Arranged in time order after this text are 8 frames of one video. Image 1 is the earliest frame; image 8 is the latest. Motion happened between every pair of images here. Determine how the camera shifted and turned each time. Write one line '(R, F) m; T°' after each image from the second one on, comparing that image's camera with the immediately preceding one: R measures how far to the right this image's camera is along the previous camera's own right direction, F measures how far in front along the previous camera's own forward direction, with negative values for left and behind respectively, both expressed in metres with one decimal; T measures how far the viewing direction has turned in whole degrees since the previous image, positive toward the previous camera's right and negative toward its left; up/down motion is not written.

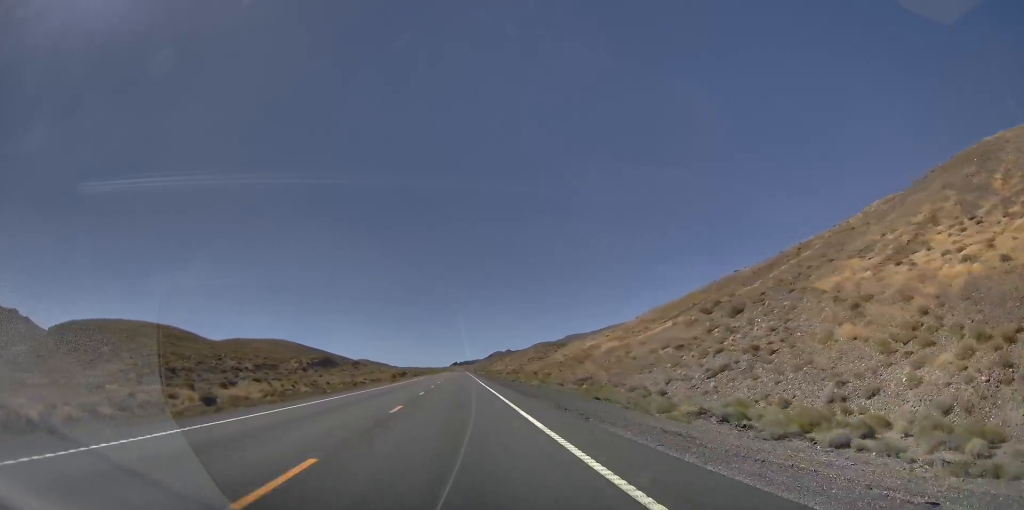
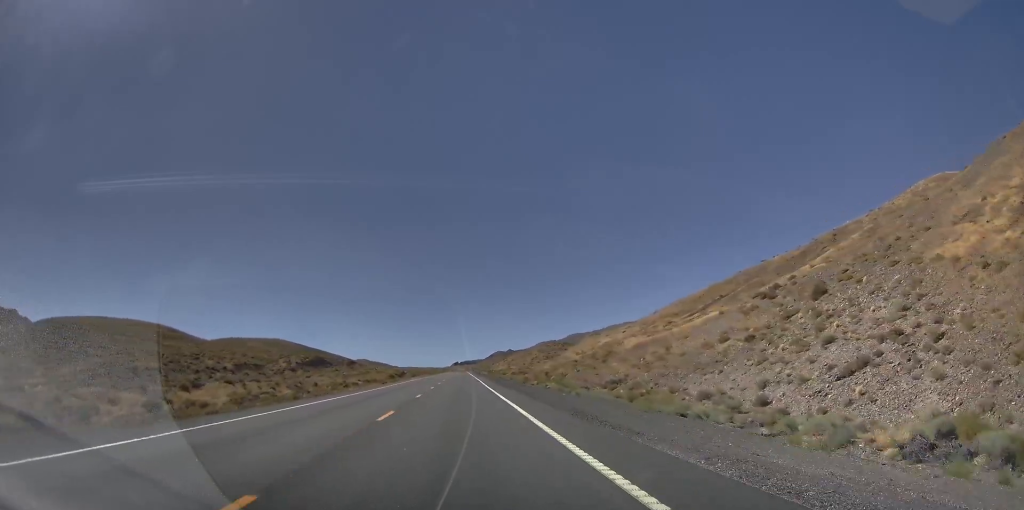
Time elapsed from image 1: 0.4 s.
(-0.1, +14.6) m; 0°
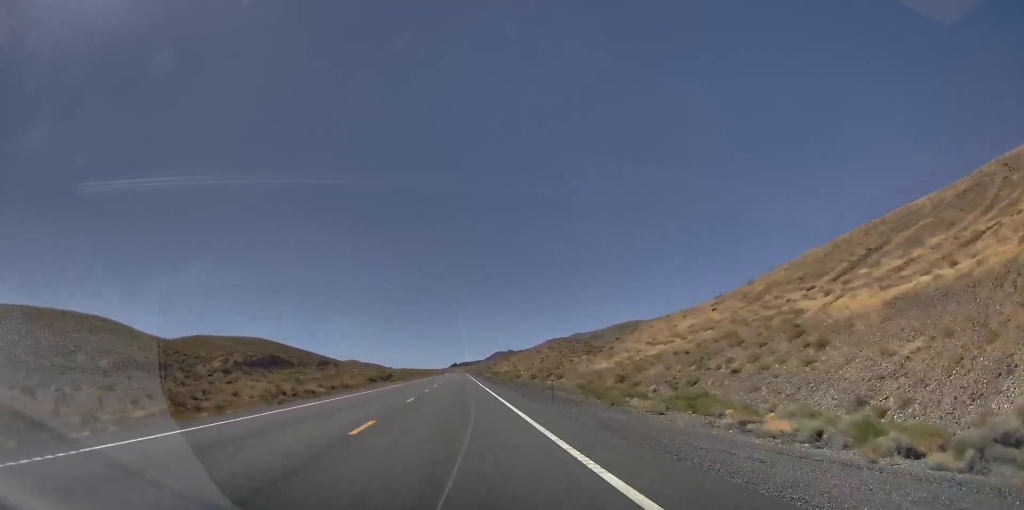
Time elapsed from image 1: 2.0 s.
(+0.2, +51.5) m; 0°
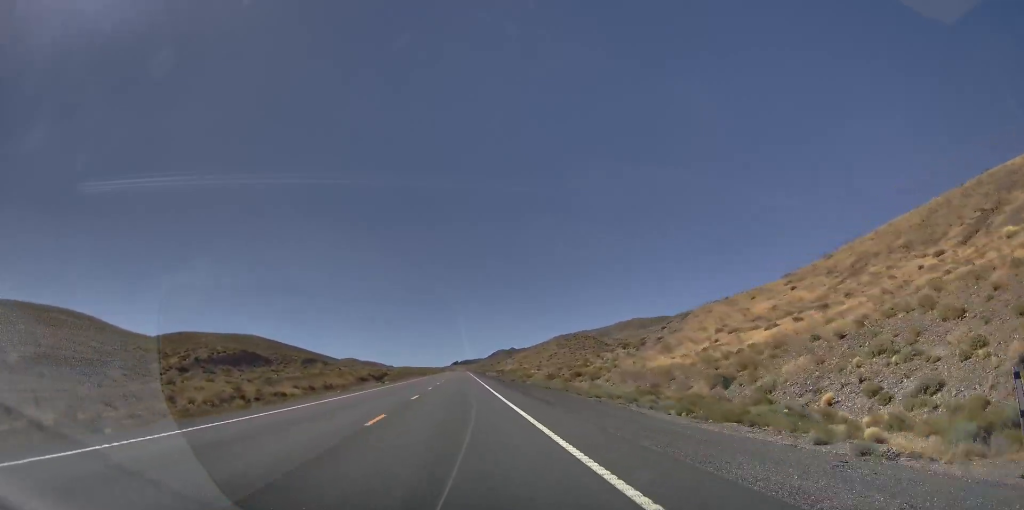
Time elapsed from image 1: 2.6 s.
(-0.3, +22.4) m; 0°
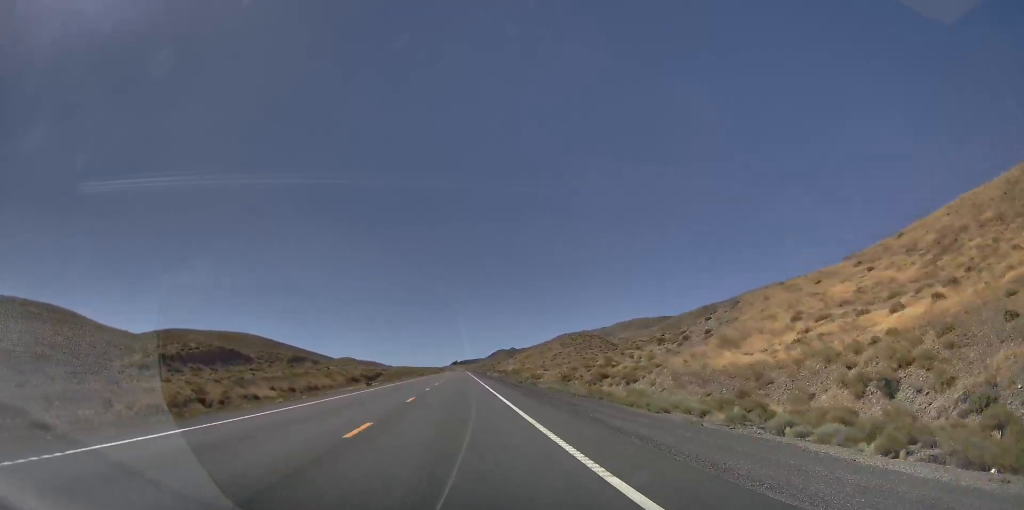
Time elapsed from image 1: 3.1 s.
(-0.2, +14.6) m; 0°
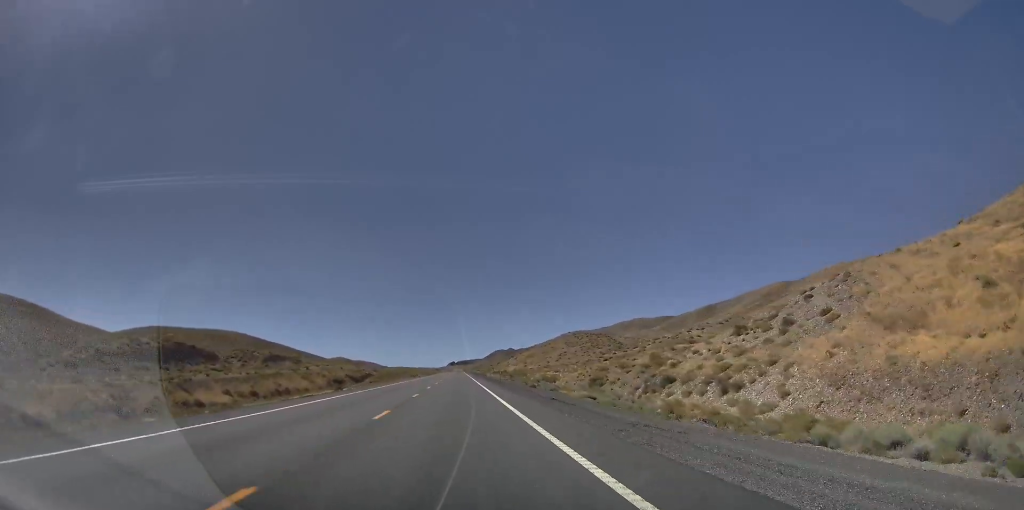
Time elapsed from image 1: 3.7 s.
(+0.3, +20.2) m; -1°
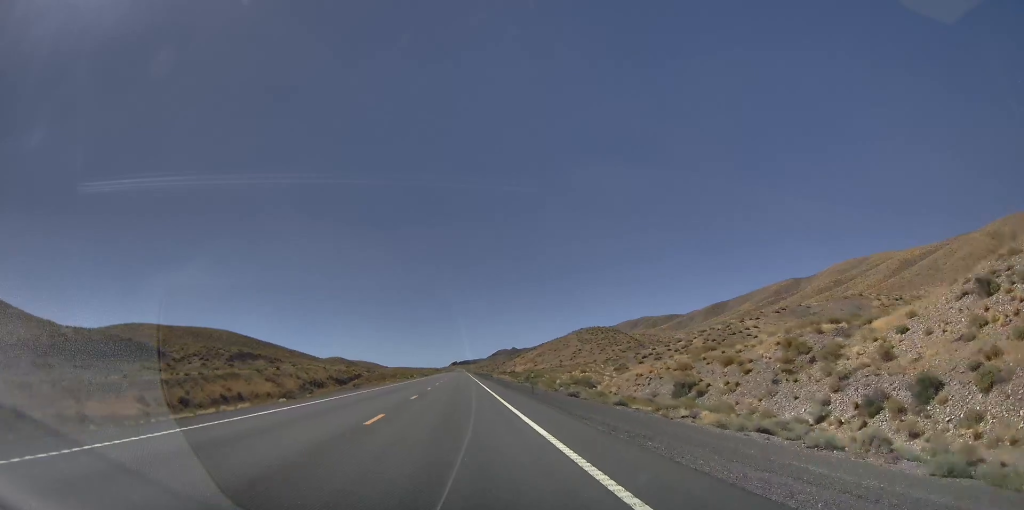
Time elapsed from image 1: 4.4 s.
(-0.2, +25.7) m; -1°
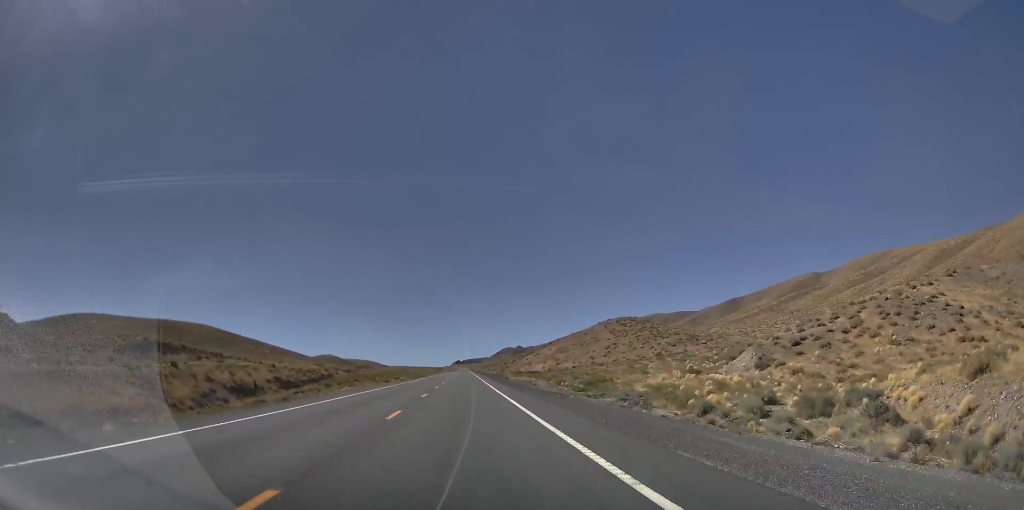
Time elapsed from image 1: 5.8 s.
(+0.2, +47.1) m; +1°
